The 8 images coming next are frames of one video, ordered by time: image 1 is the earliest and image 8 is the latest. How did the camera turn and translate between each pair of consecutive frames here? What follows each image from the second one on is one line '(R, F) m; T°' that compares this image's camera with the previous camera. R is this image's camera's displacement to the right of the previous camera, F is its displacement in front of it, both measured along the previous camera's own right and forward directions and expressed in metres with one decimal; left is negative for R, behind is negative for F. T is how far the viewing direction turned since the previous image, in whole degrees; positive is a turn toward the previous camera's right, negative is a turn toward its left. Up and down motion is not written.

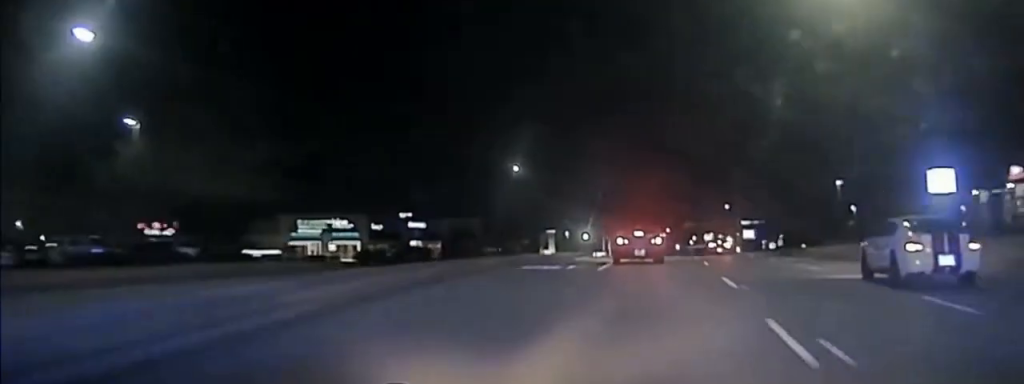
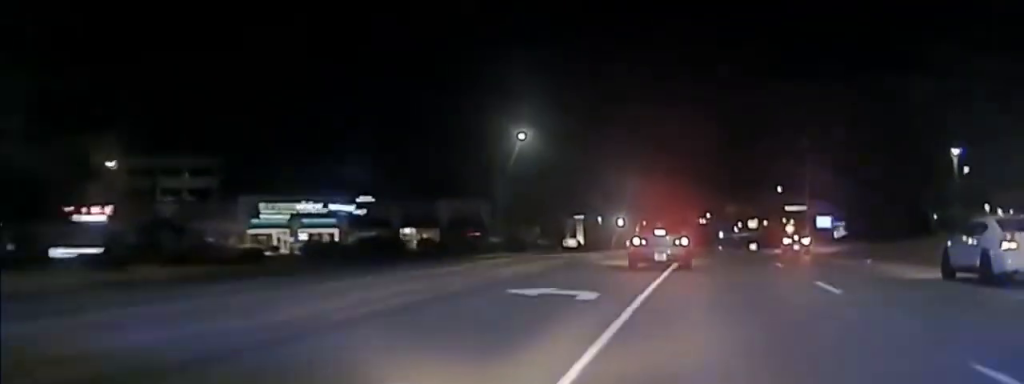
(+0.7, +29.4) m; +1°
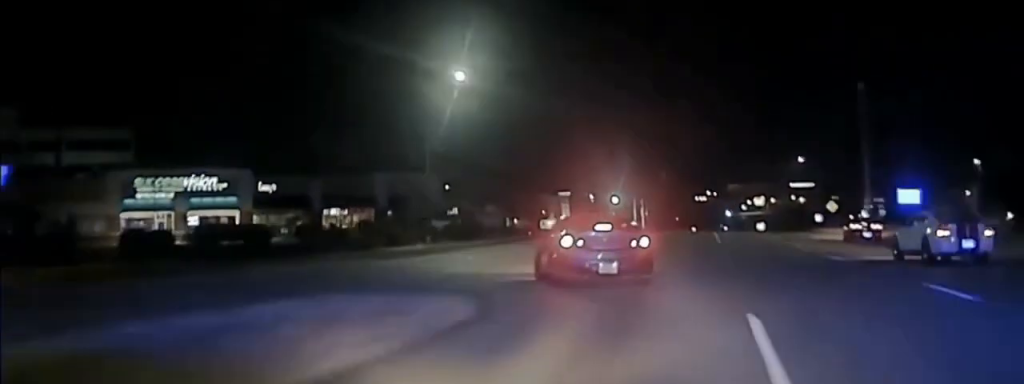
(0.0, +35.7) m; -1°
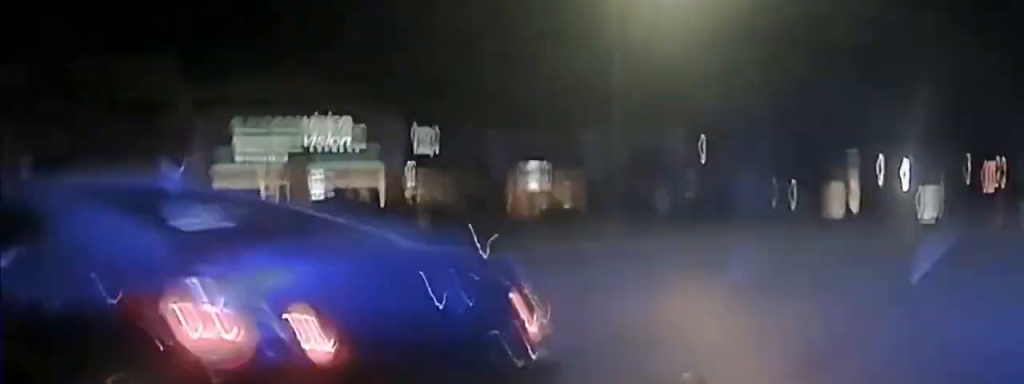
(-2.1, +34.6) m; -15°
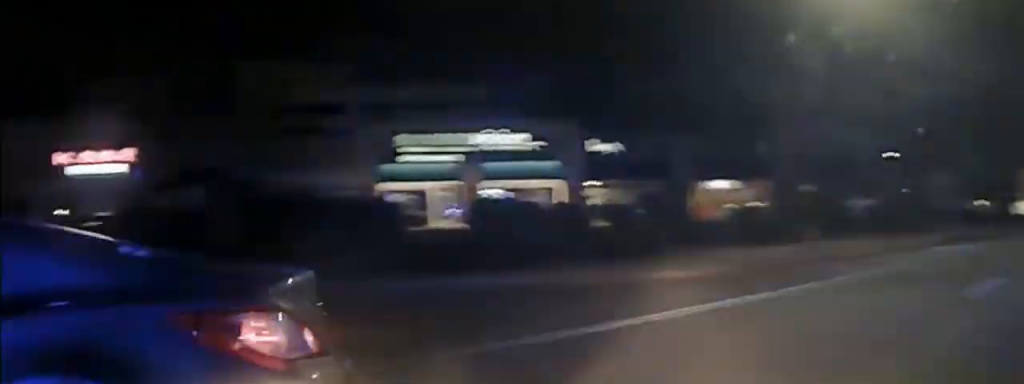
(-0.2, +5.9) m; -12°
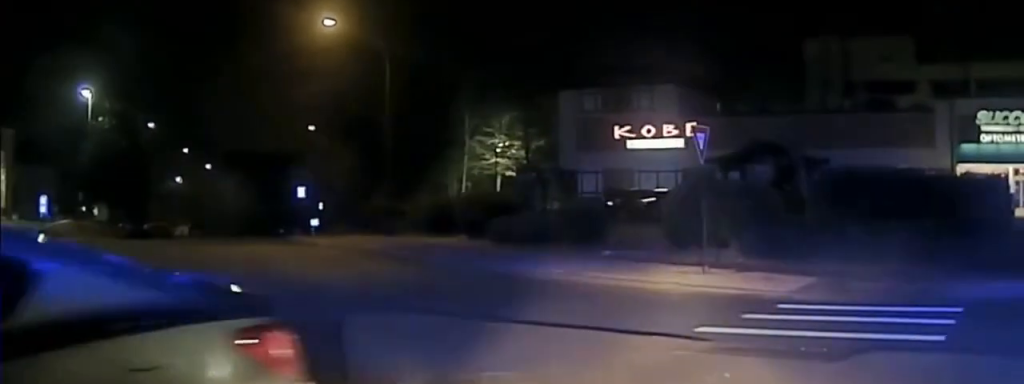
(-3.8, +8.9) m; -49°
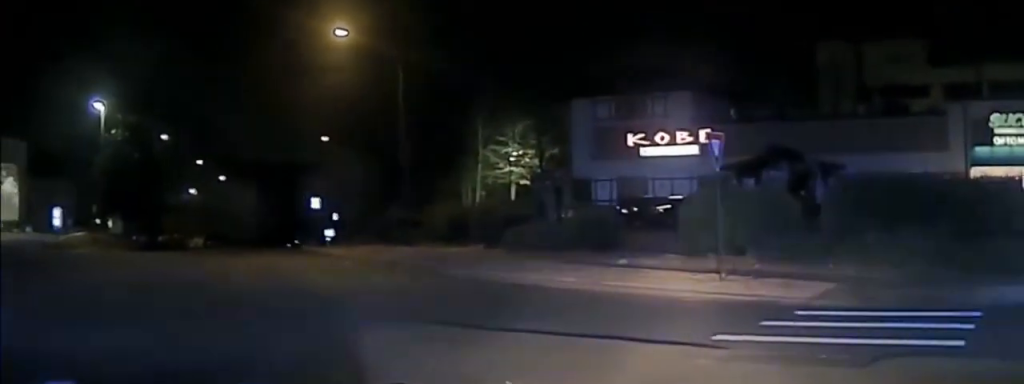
(-0.4, +1.7) m; -29°
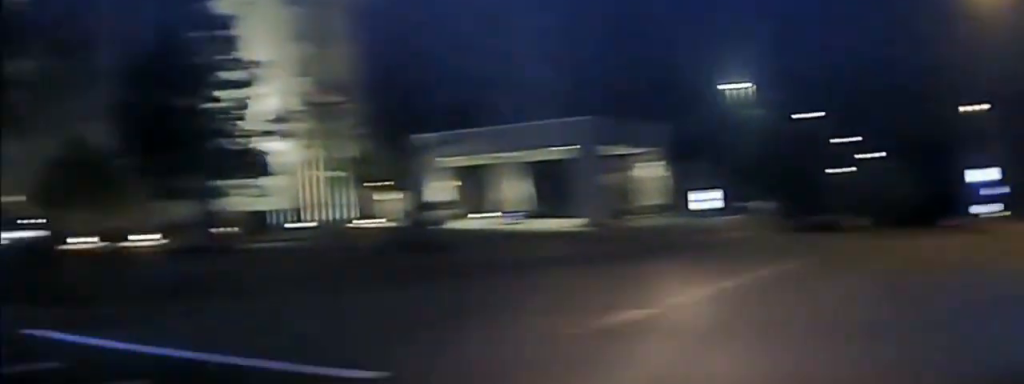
(-1.1, +1.6) m; -52°
